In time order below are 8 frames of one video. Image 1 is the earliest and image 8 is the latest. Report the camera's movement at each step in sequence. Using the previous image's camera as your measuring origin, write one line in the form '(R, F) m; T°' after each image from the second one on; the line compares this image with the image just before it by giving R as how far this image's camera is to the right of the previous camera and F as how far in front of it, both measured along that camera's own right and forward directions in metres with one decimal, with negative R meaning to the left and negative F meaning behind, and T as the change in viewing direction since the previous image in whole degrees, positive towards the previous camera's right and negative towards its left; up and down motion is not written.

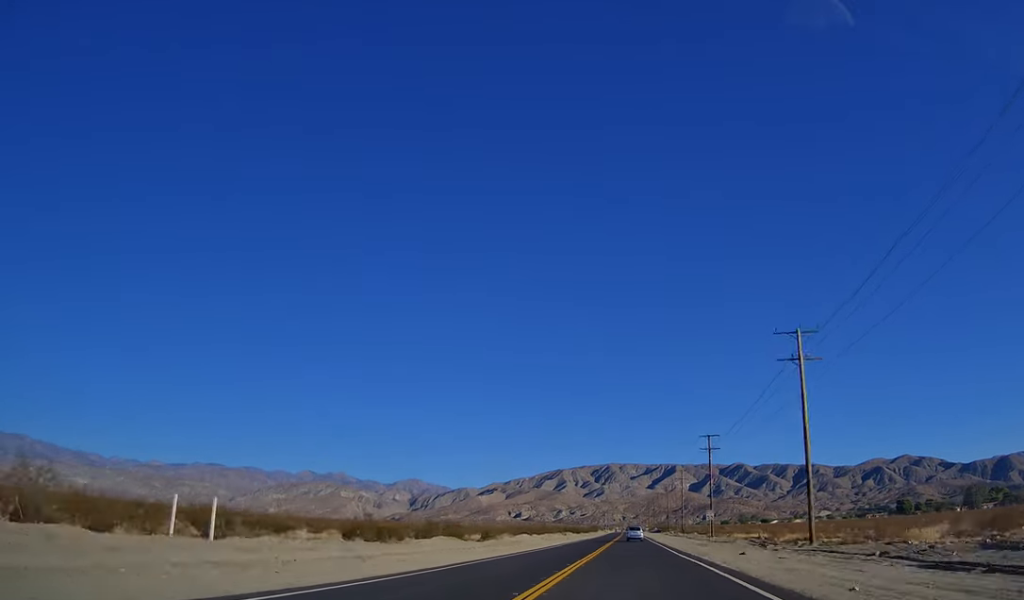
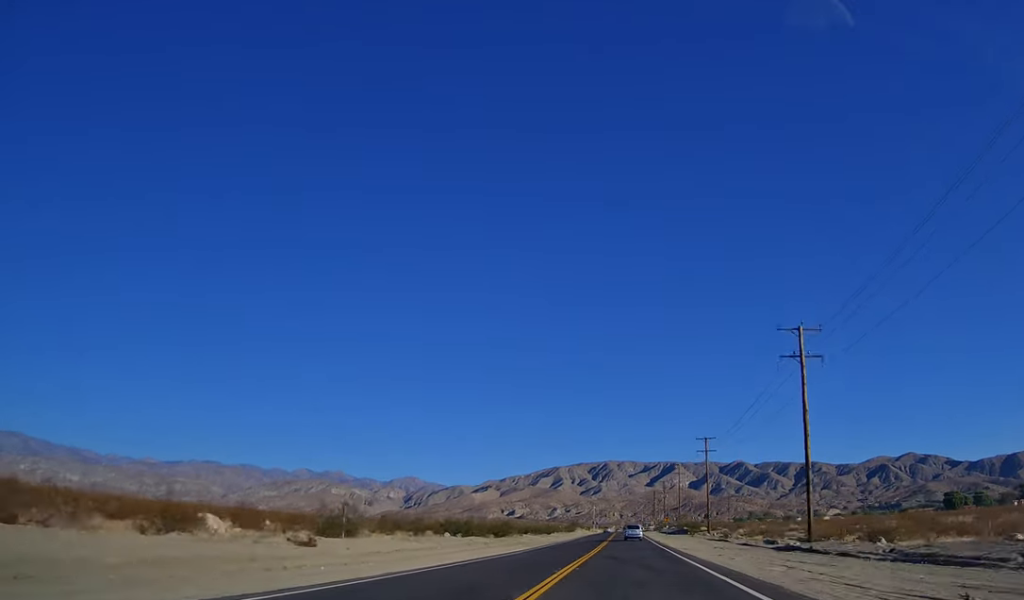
(+0.9, +107.3) m; +1°
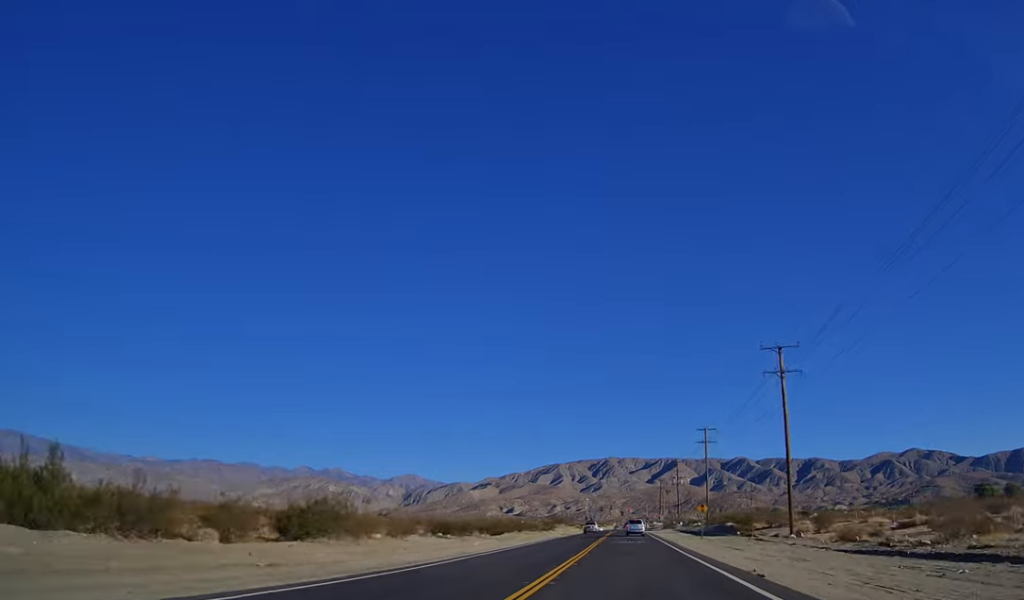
(0.0, +49.4) m; -1°
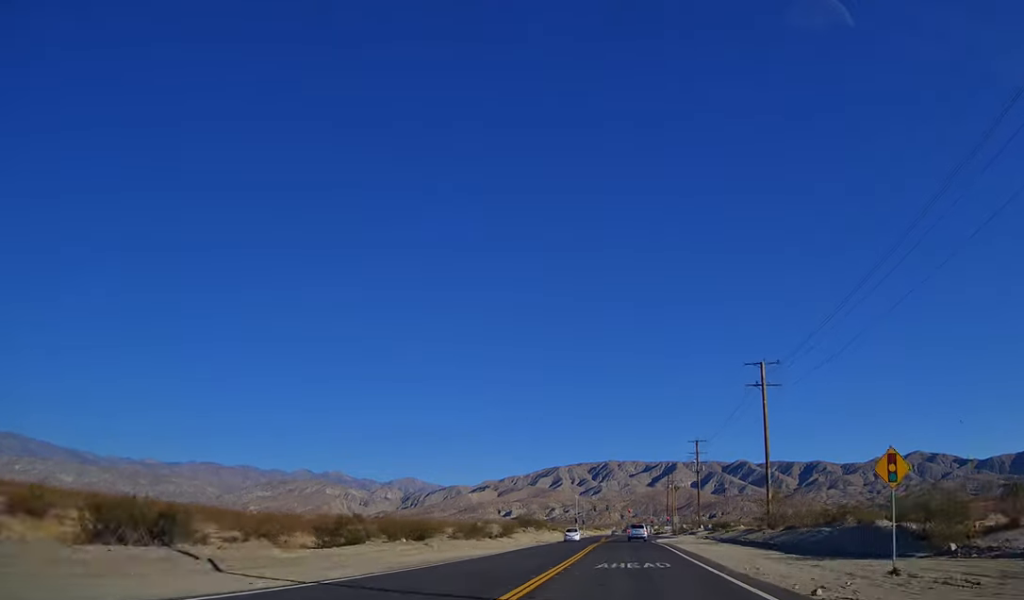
(-0.4, +44.2) m; -1°
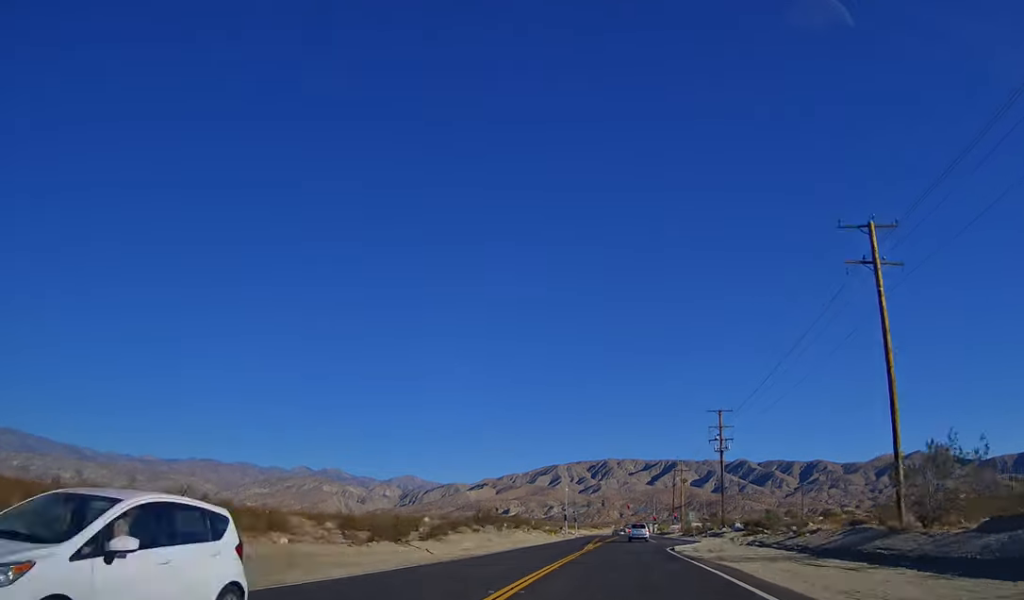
(0.0, +29.7) m; 0°
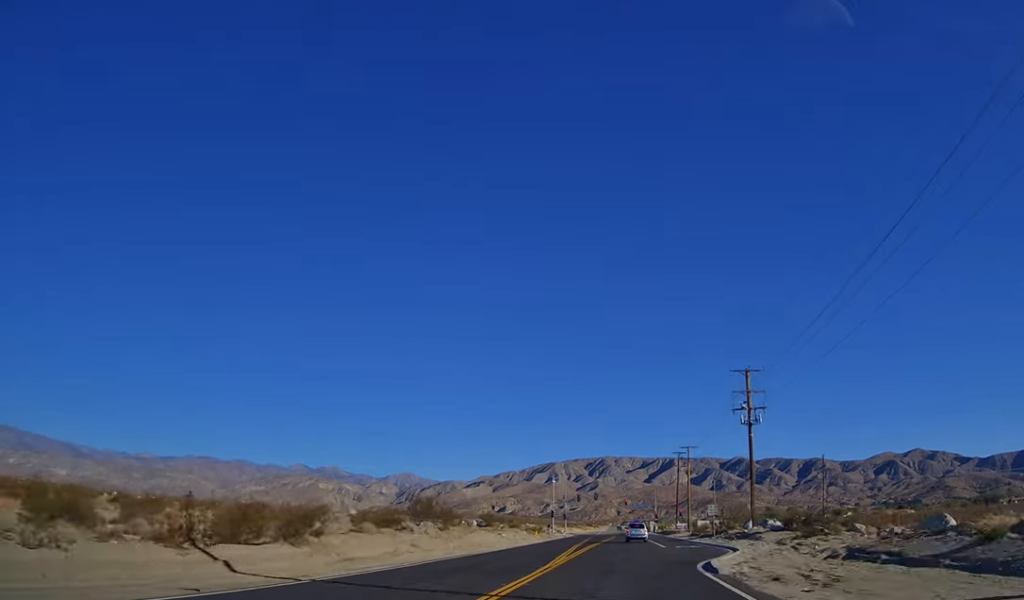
(0.0, +22.9) m; 0°
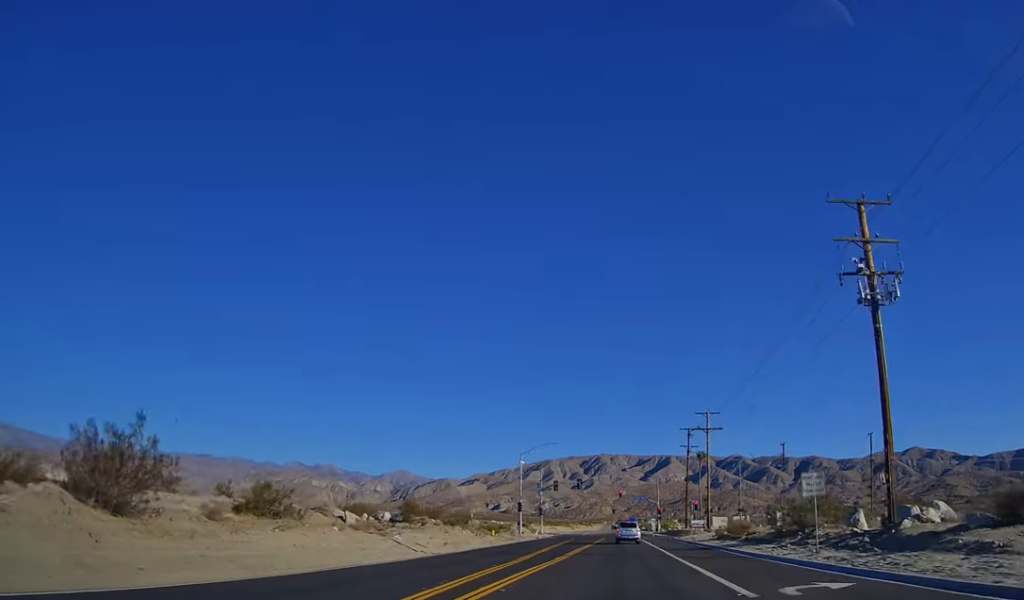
(0.0, +34.3) m; 0°
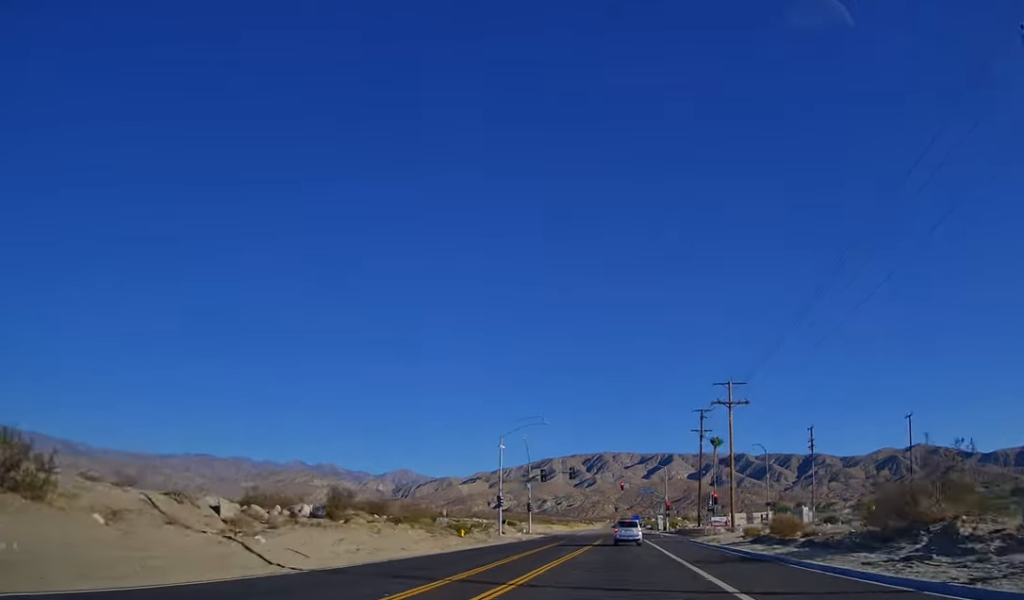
(0.0, +15.9) m; 0°
